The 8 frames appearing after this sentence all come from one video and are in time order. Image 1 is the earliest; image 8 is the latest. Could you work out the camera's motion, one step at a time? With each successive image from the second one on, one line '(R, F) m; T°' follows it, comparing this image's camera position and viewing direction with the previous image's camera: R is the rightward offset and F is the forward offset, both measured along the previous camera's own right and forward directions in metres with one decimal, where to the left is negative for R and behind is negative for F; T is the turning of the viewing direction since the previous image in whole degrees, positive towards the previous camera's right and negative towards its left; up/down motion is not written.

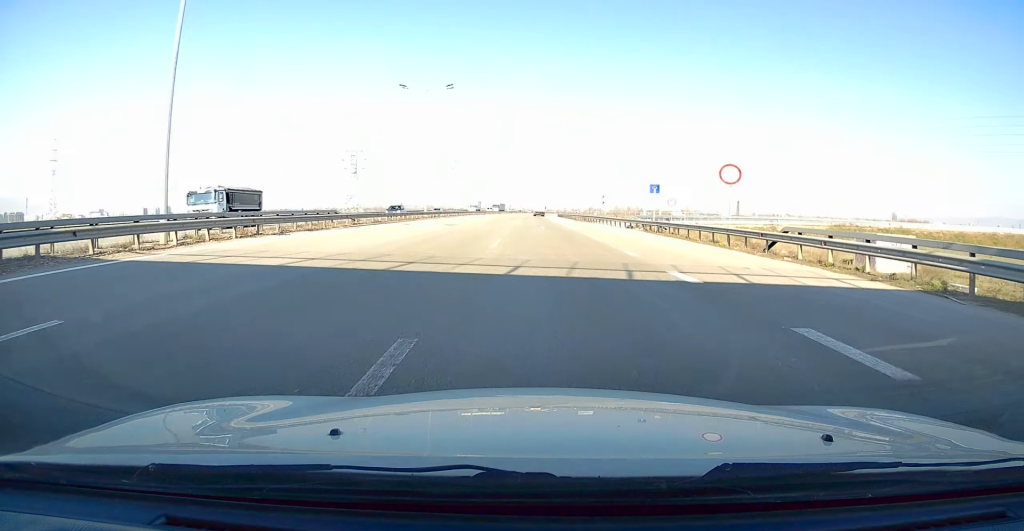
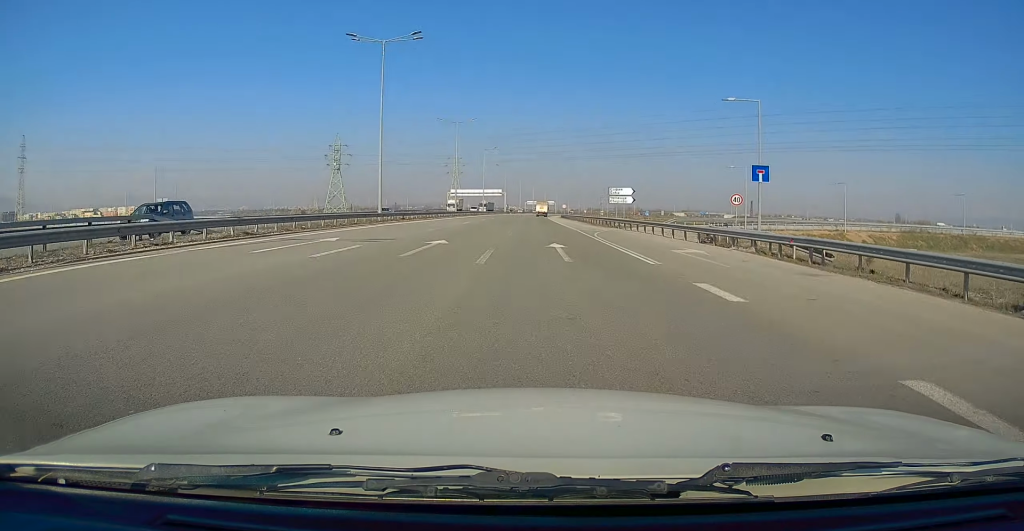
(0.0, +20.2) m; +1°
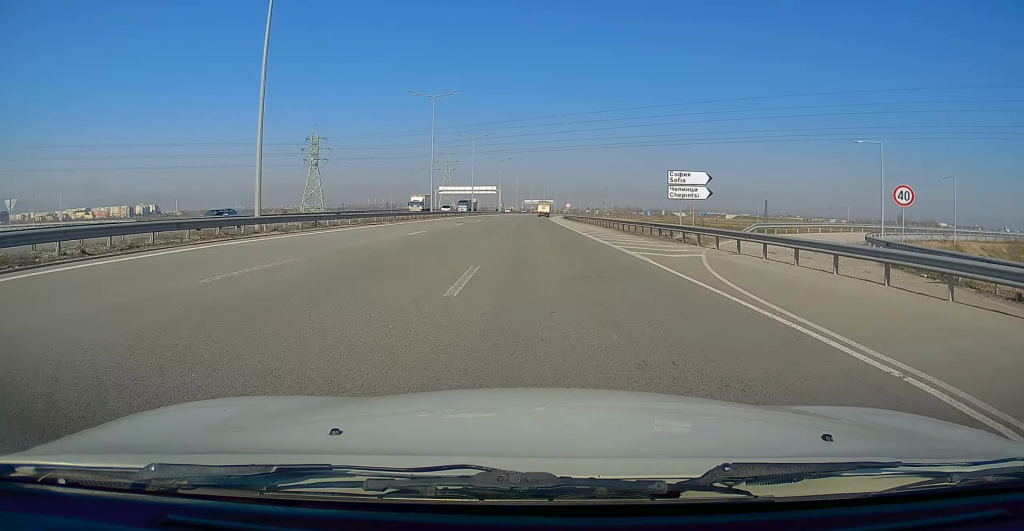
(+0.4, +21.0) m; 0°
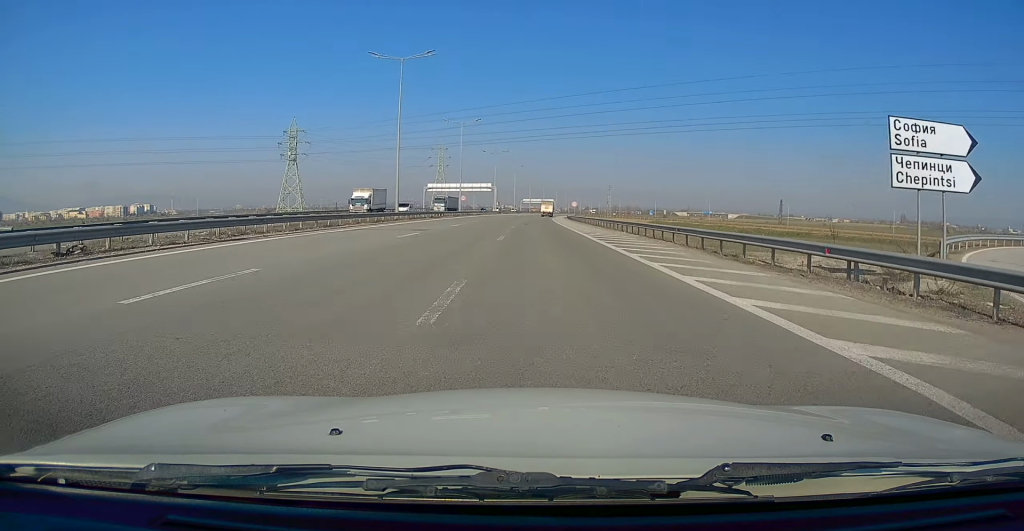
(-0.4, +17.8) m; 0°
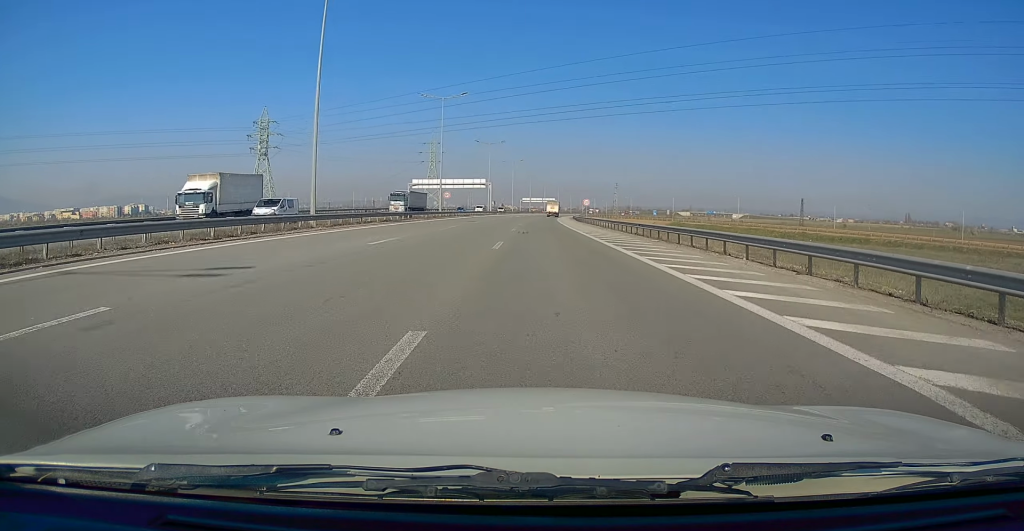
(+0.2, +20.2) m; +1°
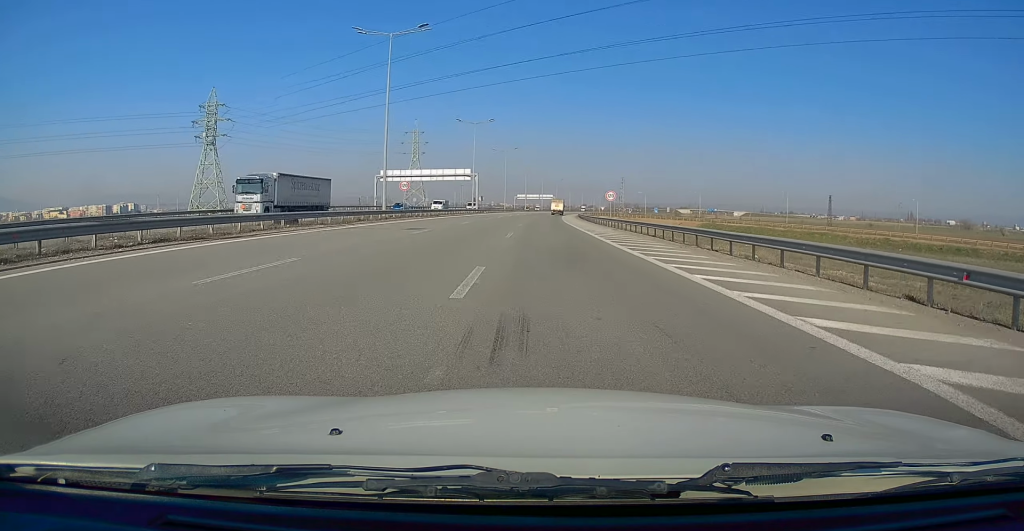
(+0.1, +26.0) m; 0°
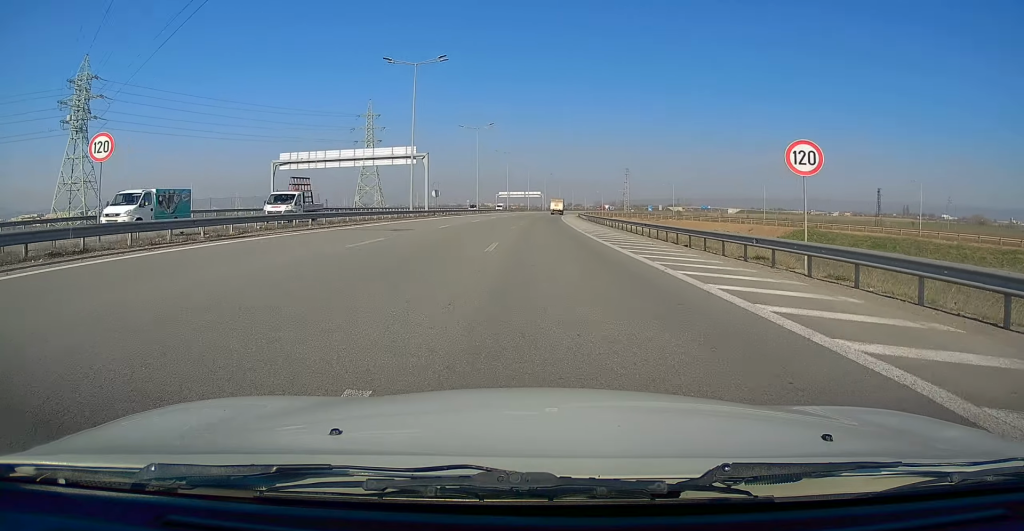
(+0.3, +40.0) m; +1°
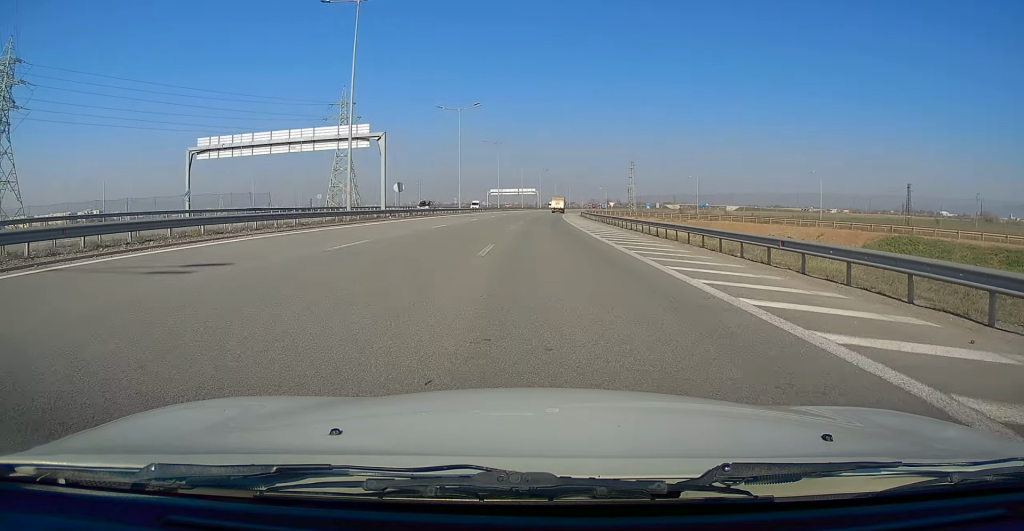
(+0.2, +17.7) m; 0°
